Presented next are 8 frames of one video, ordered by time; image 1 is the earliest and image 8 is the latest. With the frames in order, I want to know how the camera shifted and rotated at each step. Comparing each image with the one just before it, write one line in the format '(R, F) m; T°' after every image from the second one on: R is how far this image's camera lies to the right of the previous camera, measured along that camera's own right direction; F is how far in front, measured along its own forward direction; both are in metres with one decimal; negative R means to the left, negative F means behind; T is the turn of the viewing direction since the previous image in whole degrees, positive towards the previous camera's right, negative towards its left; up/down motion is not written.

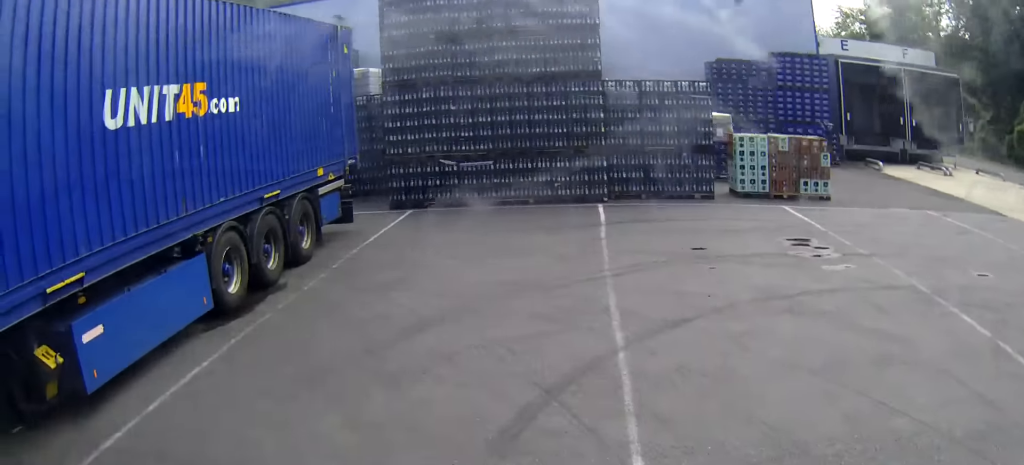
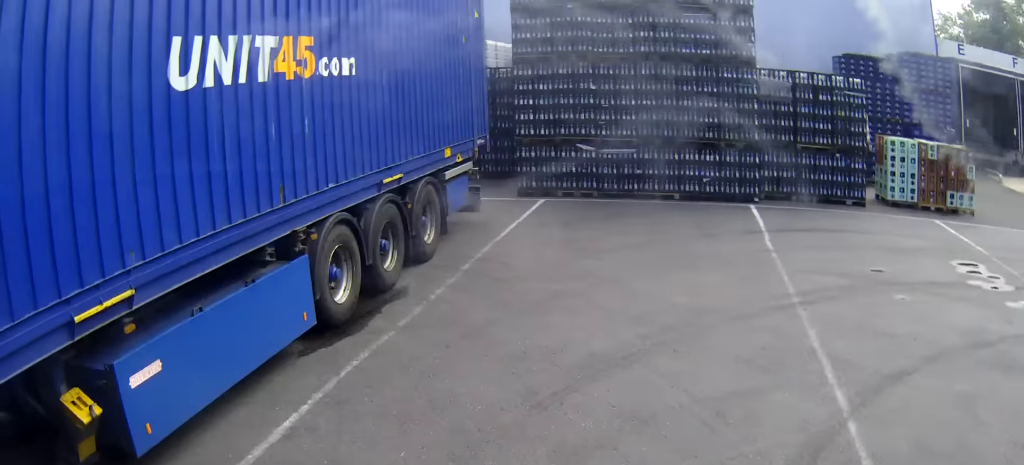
(-0.2, +1.8) m; -4°
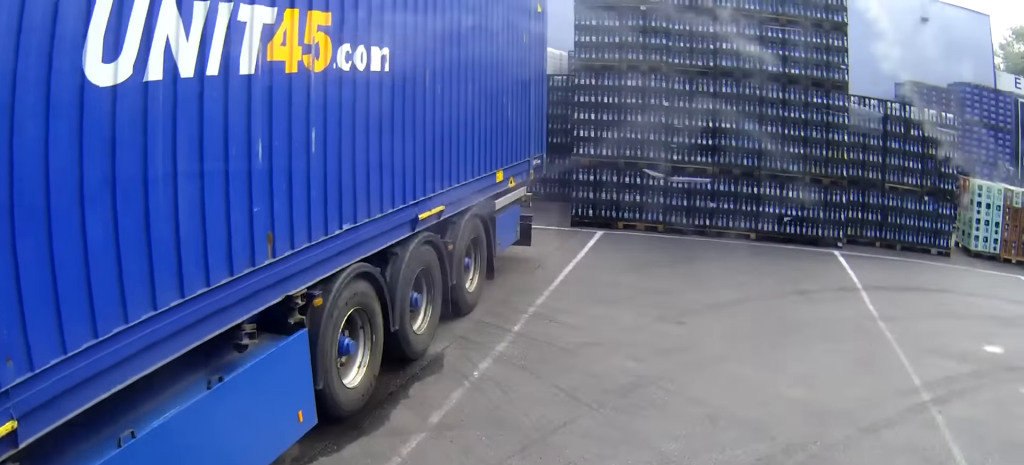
(-0.1, +2.3) m; +2°
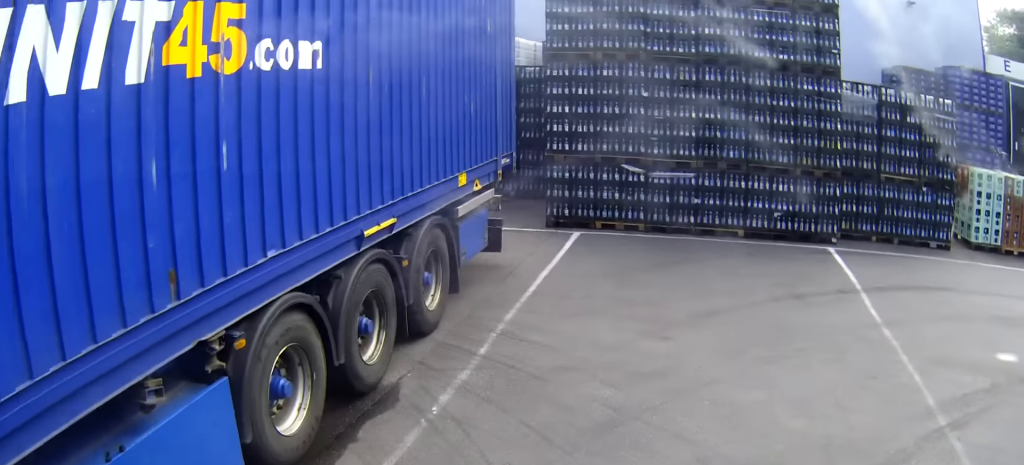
(-0.1, +1.0) m; +3°
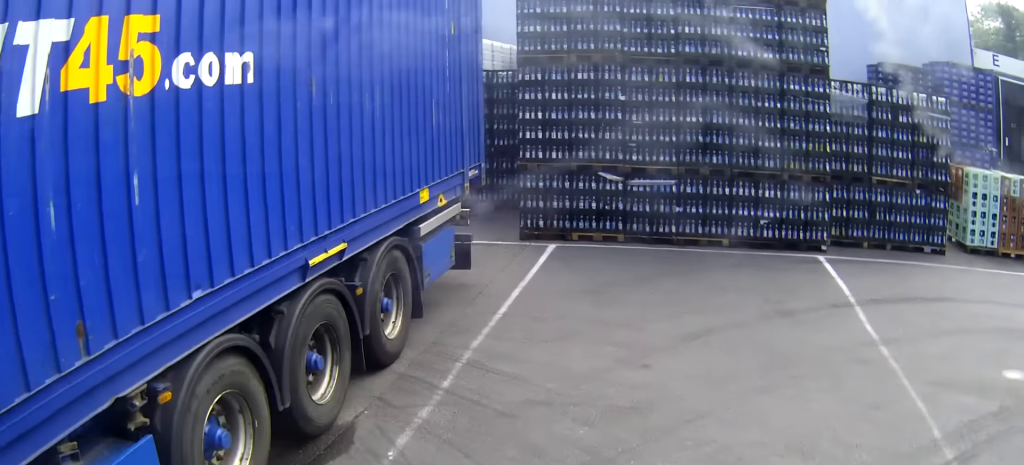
(+0.1, +0.7) m; 0°
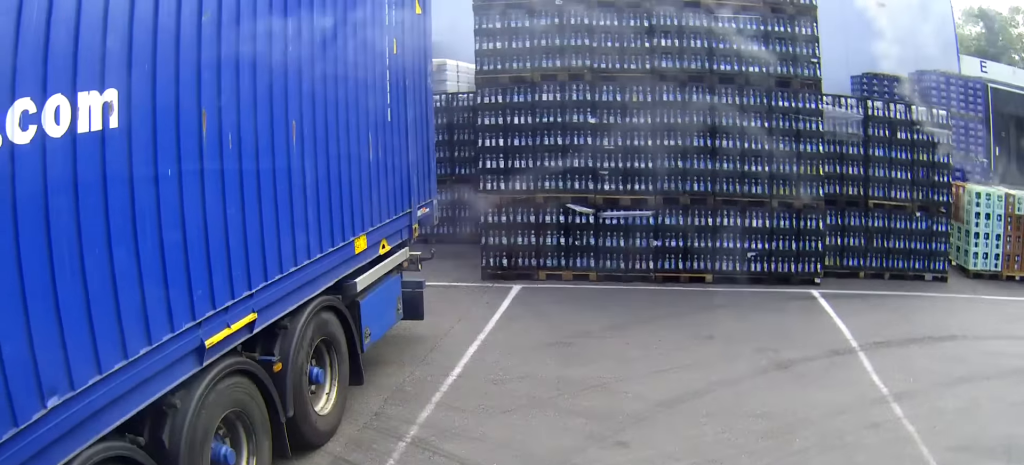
(+0.2, +1.4) m; 0°
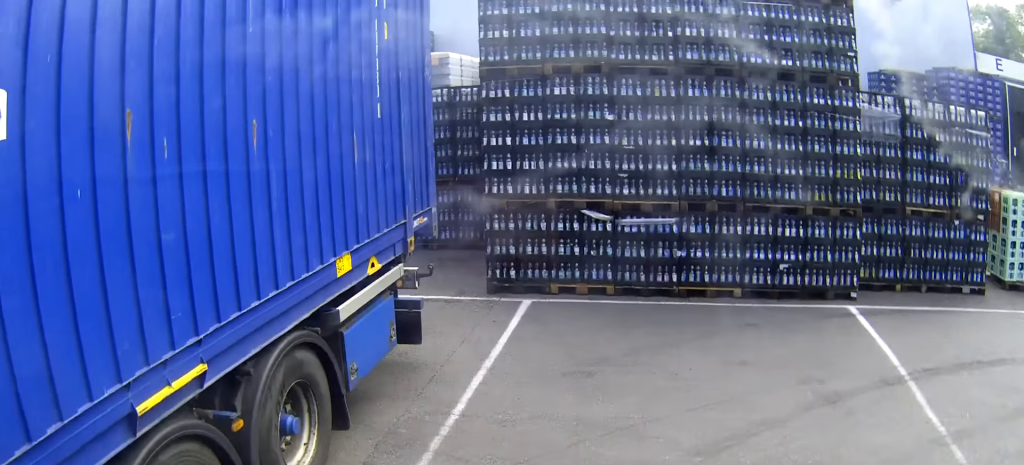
(+0.2, +0.9) m; 0°
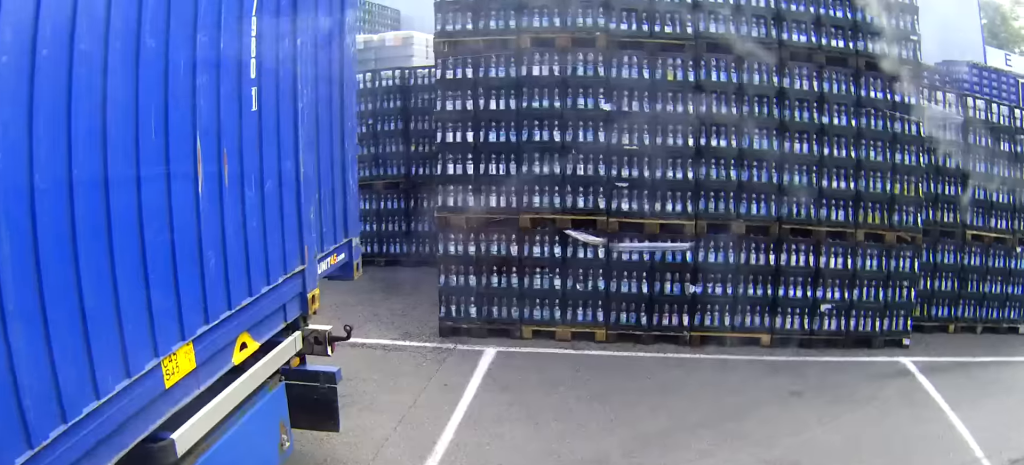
(+0.1, +0.2) m; 0°
